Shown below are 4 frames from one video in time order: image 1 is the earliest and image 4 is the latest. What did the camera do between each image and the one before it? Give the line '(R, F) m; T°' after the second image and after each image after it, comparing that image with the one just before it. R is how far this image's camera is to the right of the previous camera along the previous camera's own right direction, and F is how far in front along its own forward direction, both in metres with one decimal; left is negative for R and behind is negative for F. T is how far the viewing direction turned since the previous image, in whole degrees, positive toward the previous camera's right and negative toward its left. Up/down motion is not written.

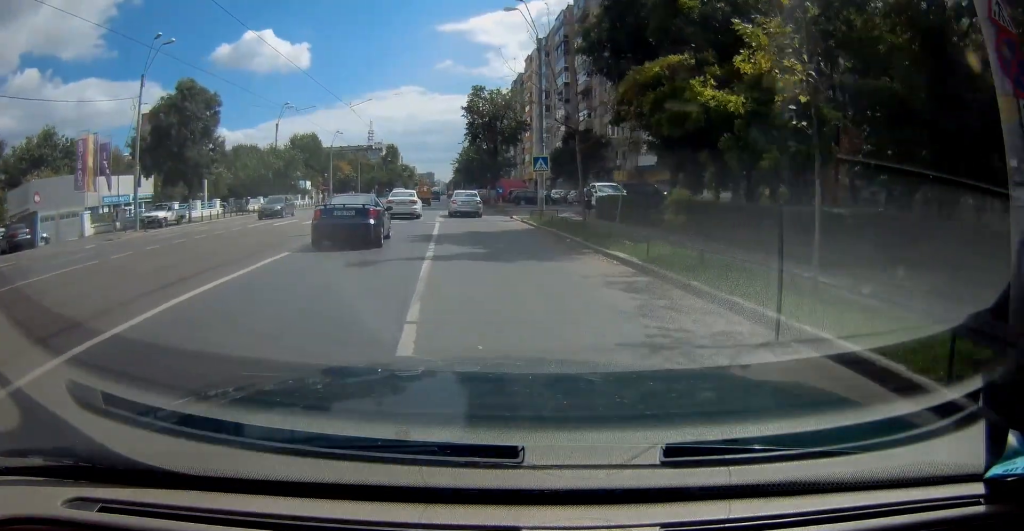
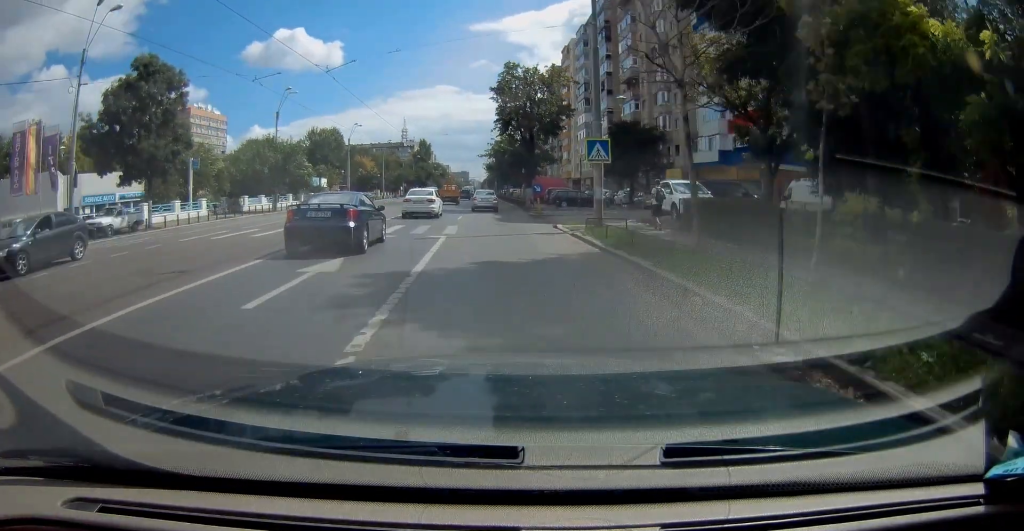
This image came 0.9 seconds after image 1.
(+0.1, +8.8) m; -1°
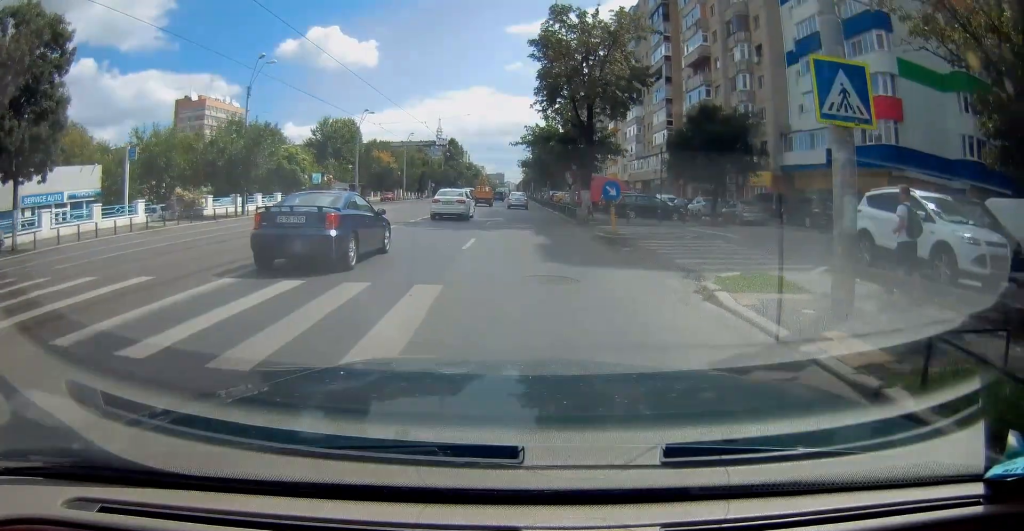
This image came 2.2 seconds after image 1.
(-0.5, +14.1) m; -3°
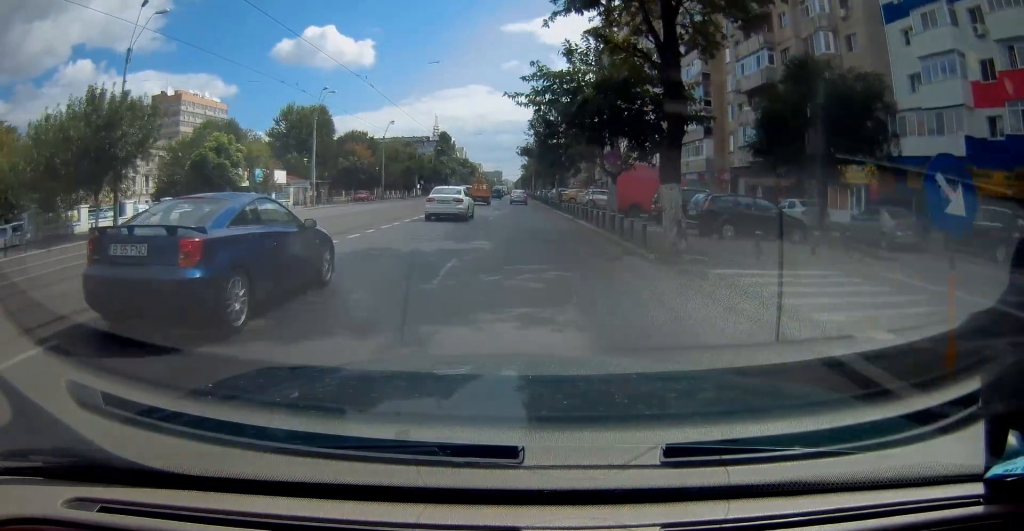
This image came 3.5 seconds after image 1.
(-0.3, +15.0) m; -1°
